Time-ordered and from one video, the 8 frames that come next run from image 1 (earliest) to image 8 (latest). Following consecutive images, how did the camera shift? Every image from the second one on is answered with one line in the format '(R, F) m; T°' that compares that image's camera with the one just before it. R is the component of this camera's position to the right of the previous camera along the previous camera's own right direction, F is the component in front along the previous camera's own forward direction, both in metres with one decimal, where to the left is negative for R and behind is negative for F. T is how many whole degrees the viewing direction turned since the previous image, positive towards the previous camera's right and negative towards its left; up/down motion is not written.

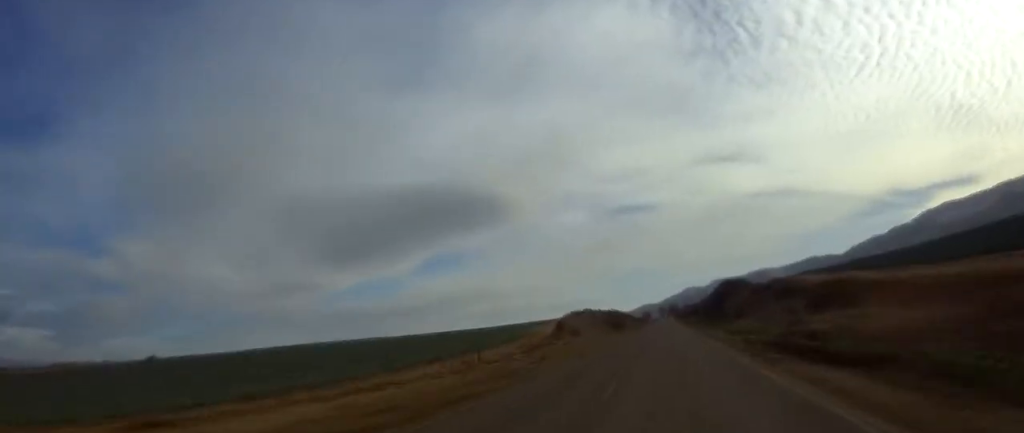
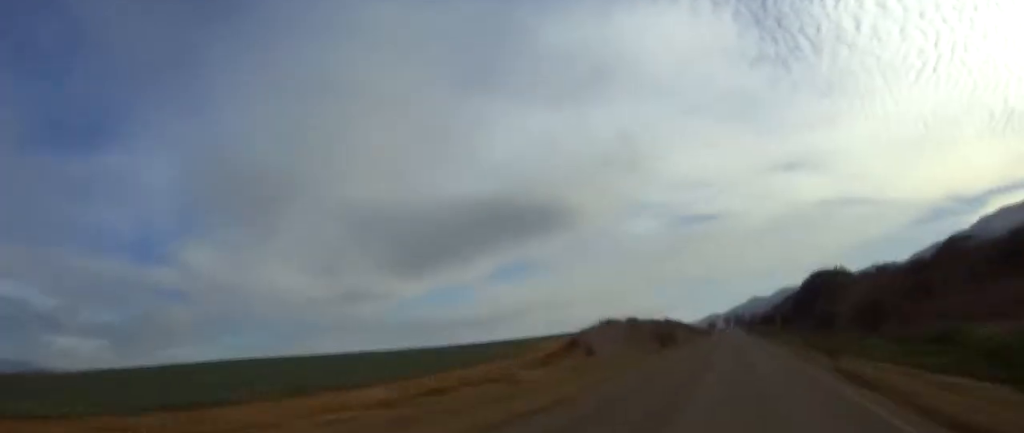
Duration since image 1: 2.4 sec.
(+0.2, +43.9) m; 0°
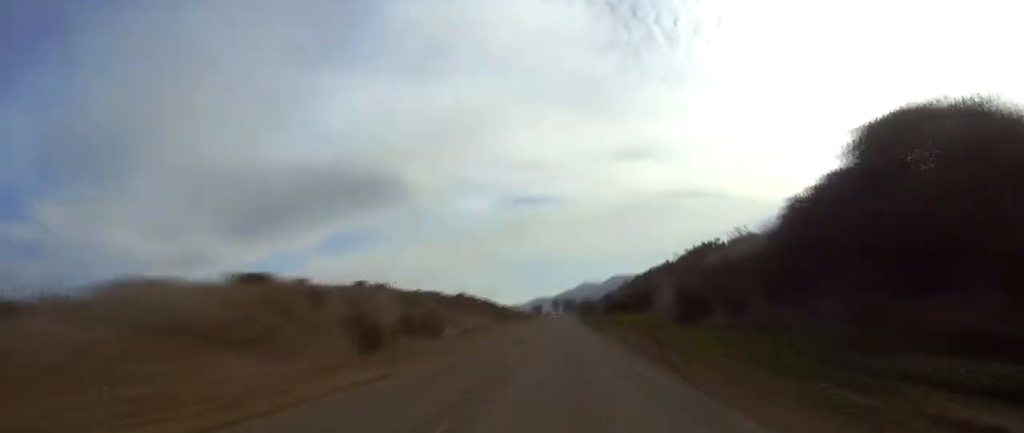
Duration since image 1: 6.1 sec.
(-0.3, +70.9) m; 0°
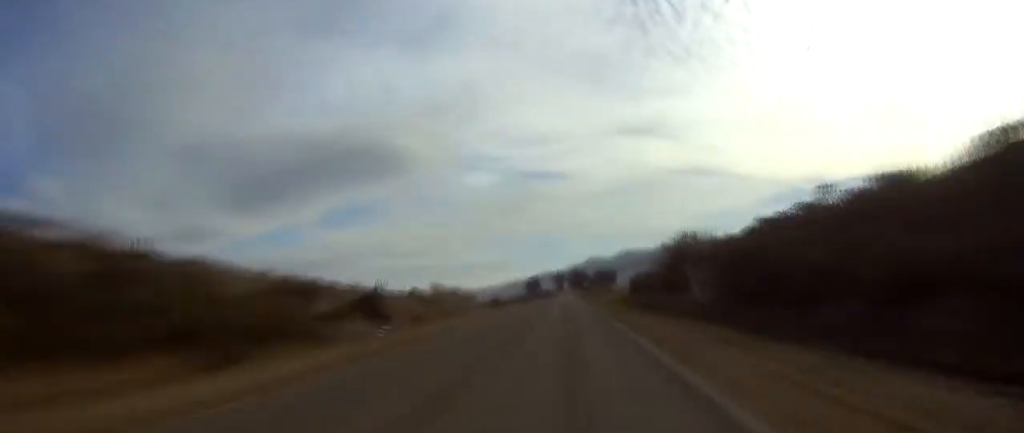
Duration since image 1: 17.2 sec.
(-2.7, +233.0) m; -2°
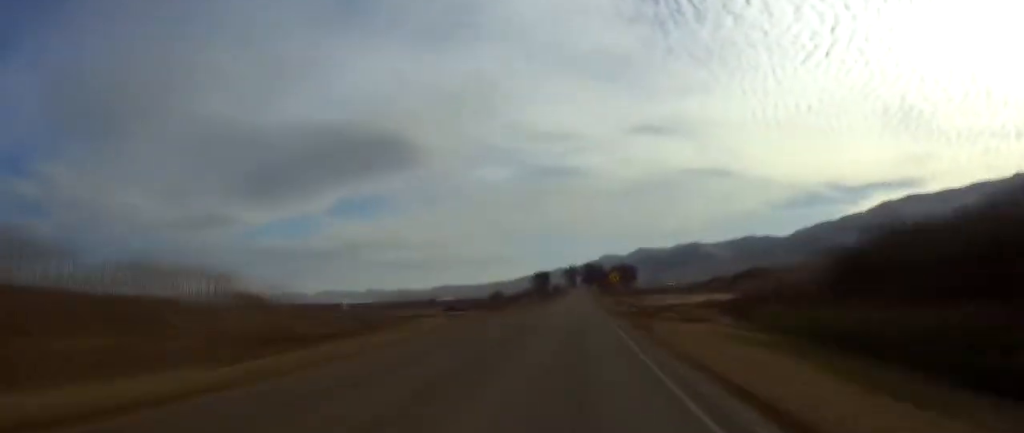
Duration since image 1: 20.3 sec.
(-0.3, +70.5) m; 0°
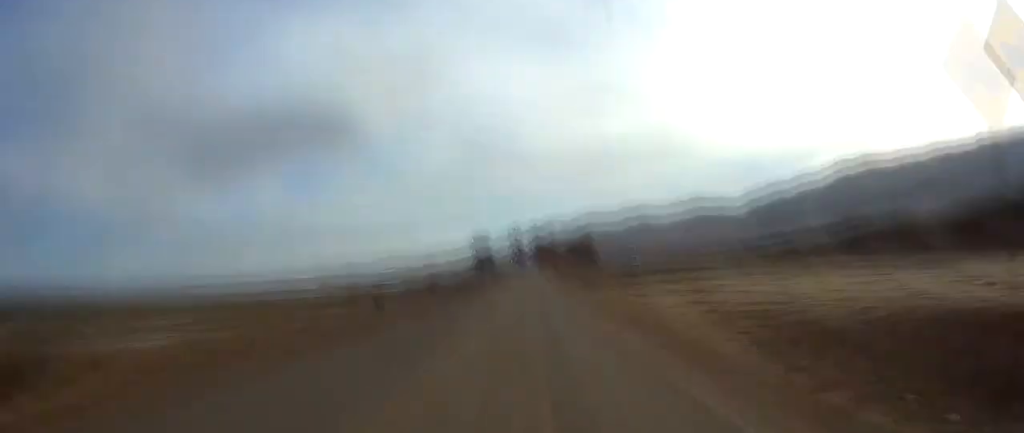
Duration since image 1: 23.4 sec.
(-0.6, +72.2) m; 0°
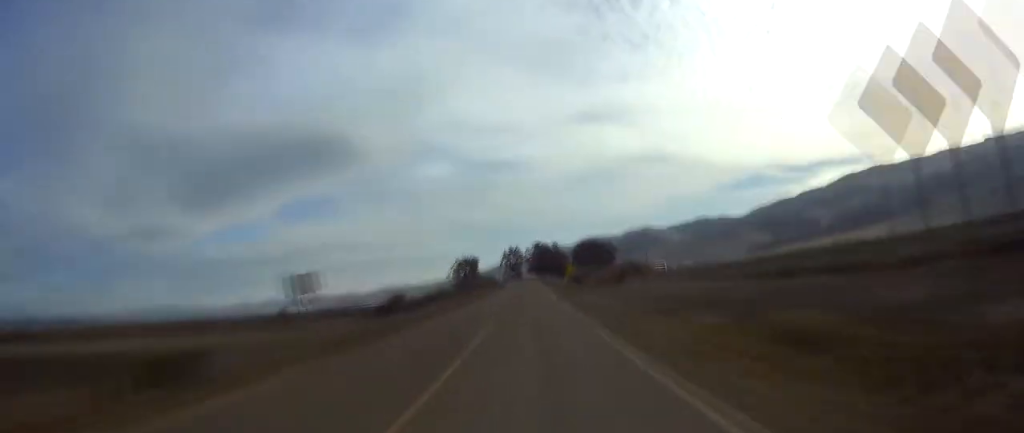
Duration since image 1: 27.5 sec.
(+1.5, +99.1) m; +1°
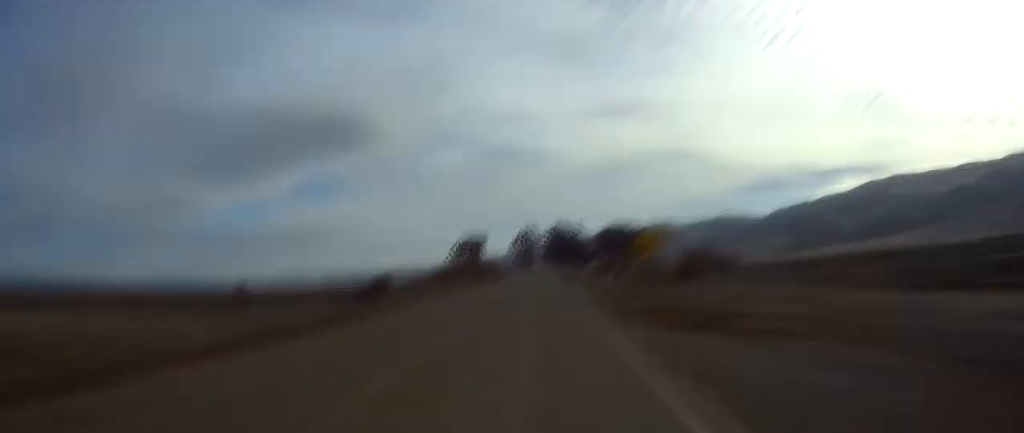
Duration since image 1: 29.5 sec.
(+0.1, +47.8) m; 0°
